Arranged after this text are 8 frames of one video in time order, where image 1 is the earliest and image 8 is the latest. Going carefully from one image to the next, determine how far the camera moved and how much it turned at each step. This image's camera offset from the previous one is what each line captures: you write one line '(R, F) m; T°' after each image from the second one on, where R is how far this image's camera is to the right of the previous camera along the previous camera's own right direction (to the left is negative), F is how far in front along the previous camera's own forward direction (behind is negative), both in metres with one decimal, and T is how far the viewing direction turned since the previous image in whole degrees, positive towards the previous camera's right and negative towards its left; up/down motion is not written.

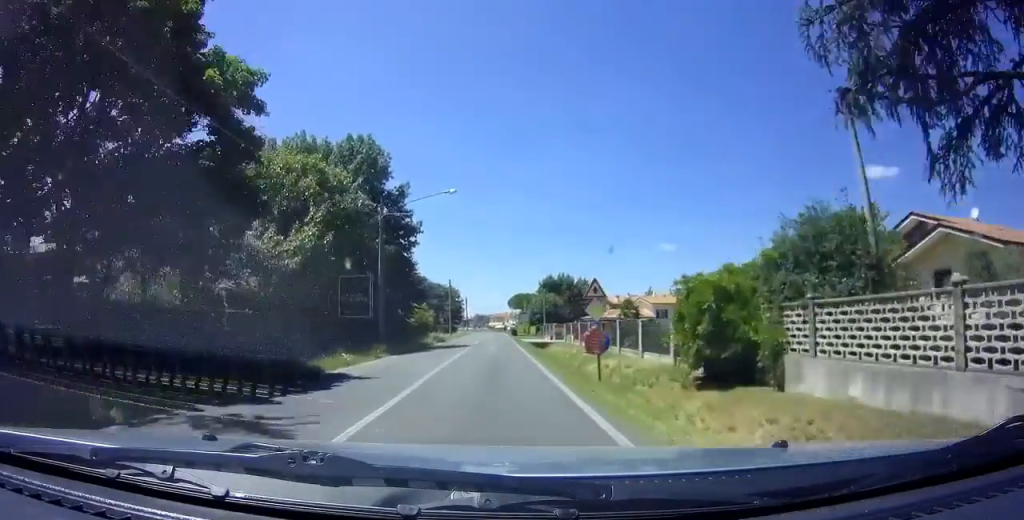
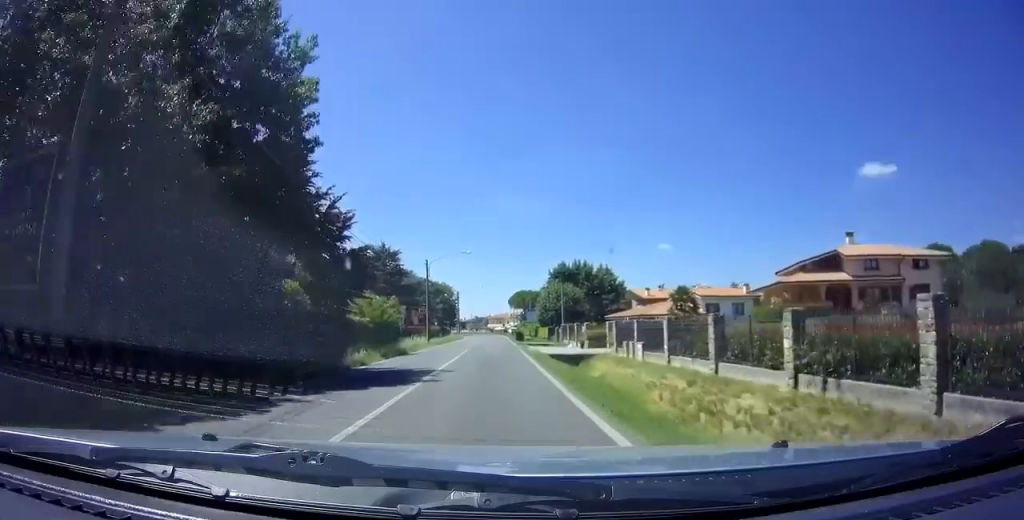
(0.0, +20.7) m; 0°
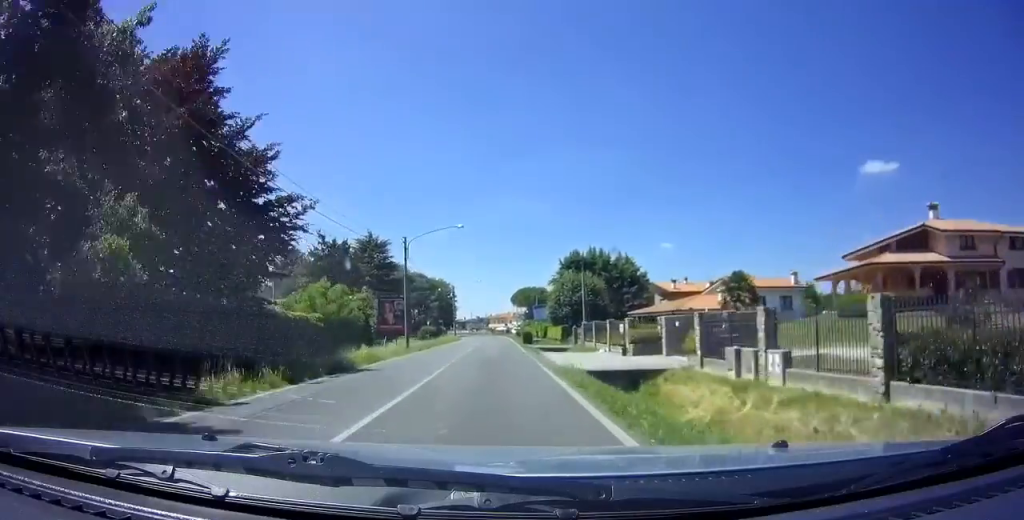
(0.0, +12.3) m; 0°
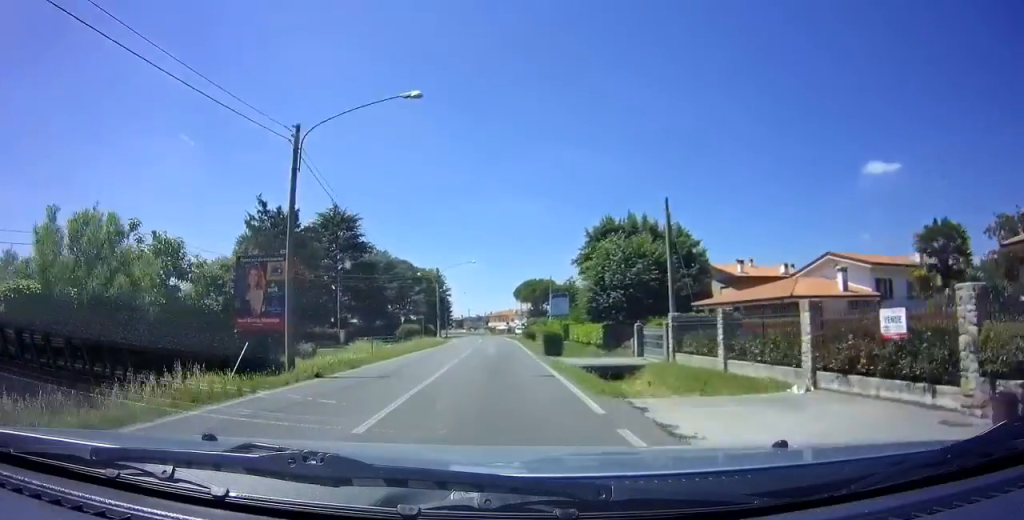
(-0.1, +20.6) m; -1°
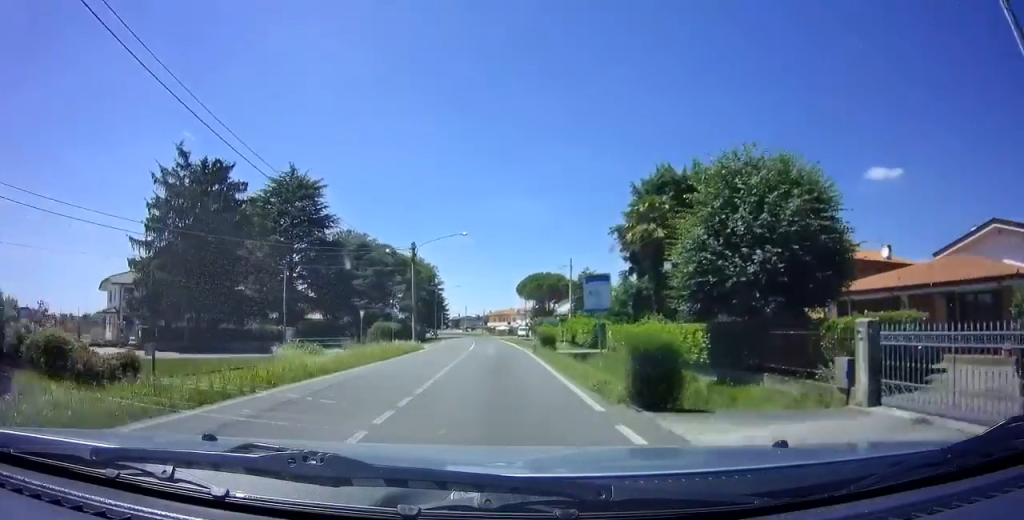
(-0.3, +15.6) m; 0°
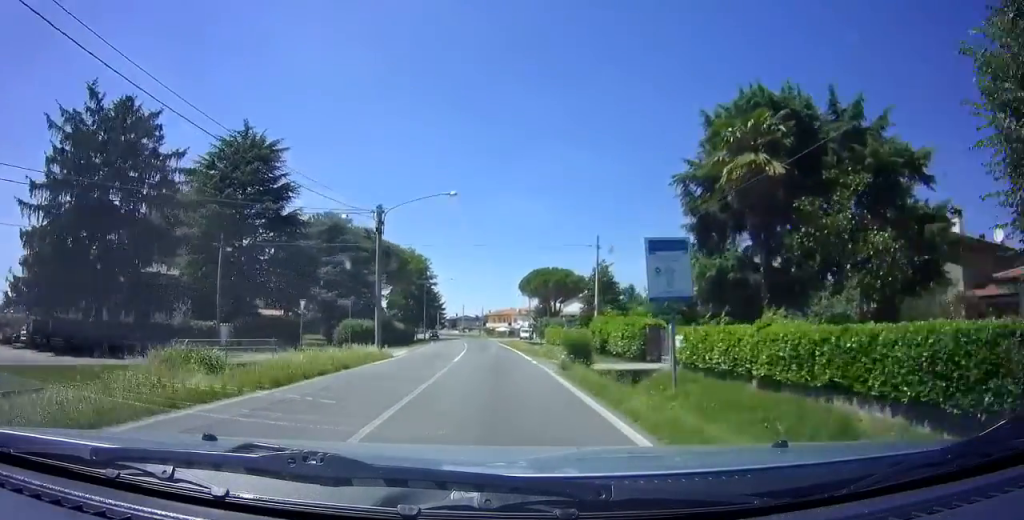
(+0.3, +12.2) m; 0°
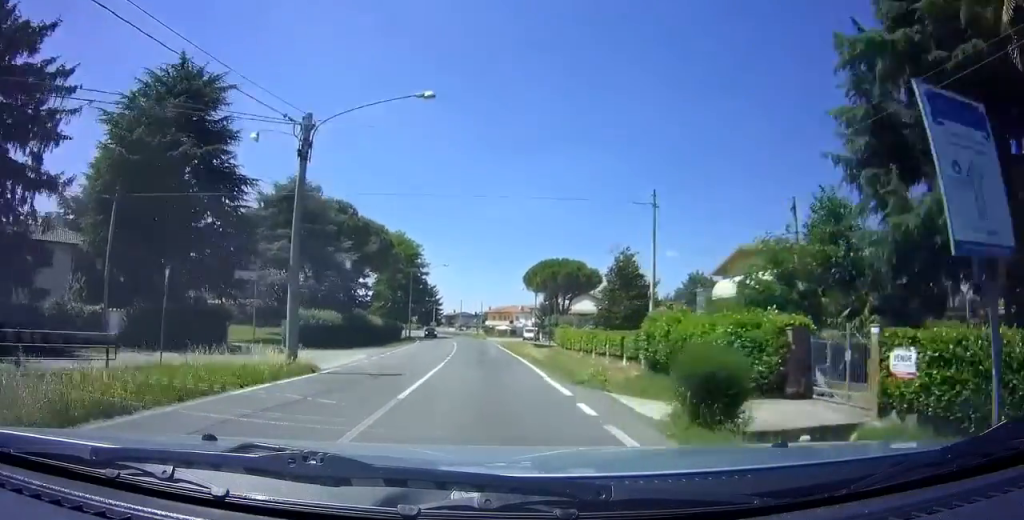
(-0.1, +11.6) m; -2°
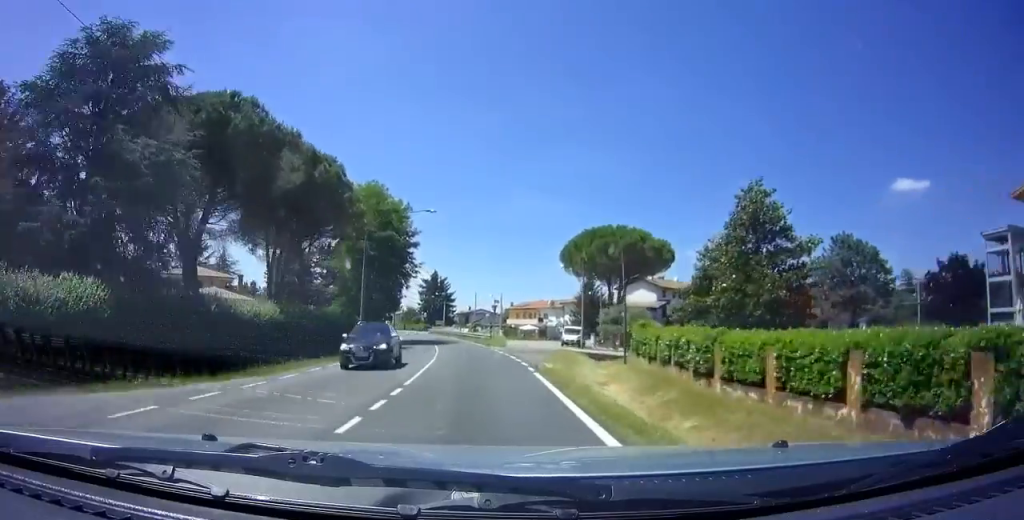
(-1.0, +26.0) m; -3°
